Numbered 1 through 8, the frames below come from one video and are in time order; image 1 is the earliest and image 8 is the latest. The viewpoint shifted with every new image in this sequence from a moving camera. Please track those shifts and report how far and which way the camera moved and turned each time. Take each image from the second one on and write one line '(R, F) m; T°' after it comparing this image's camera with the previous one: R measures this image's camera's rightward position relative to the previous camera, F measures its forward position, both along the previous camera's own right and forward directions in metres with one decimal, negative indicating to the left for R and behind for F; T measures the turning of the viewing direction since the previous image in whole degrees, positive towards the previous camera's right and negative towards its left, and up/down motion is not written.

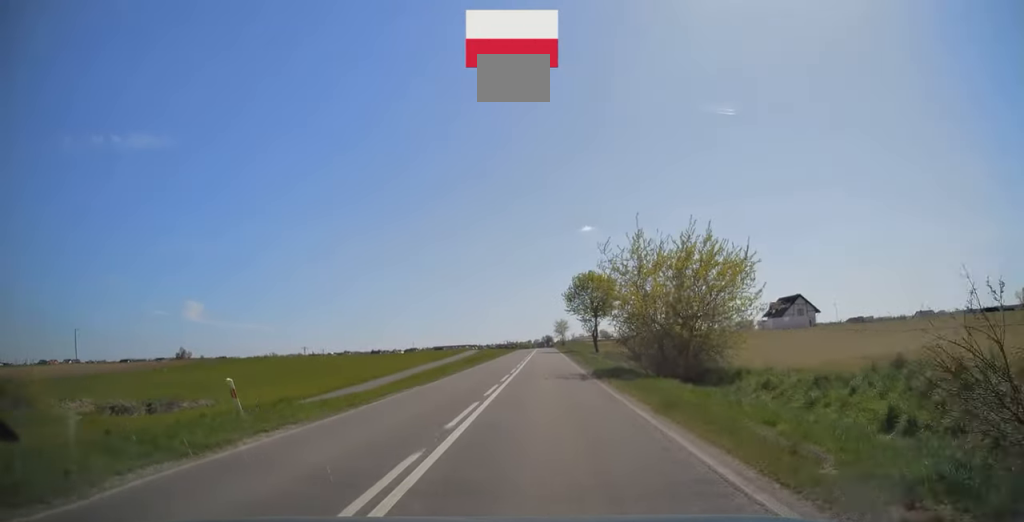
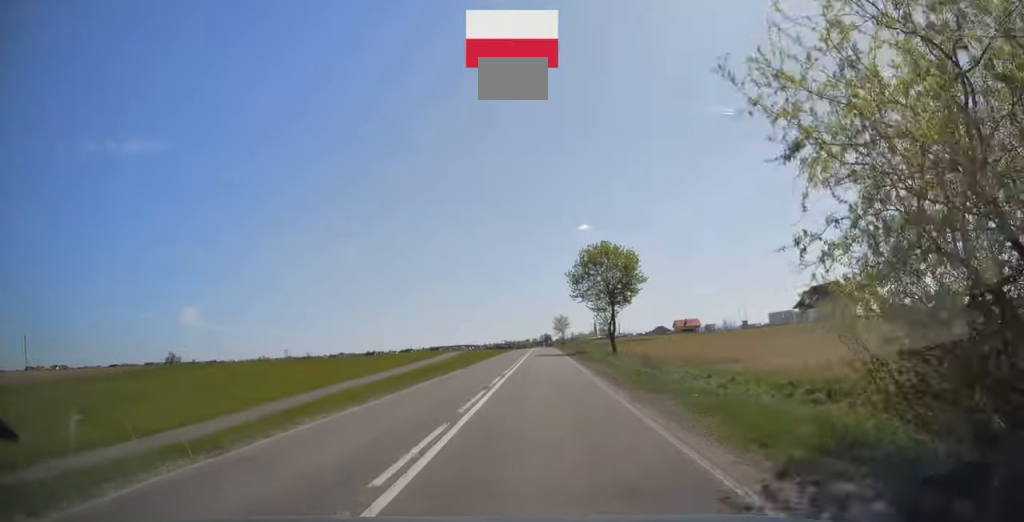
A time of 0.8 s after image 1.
(+0.1, +21.9) m; 0°
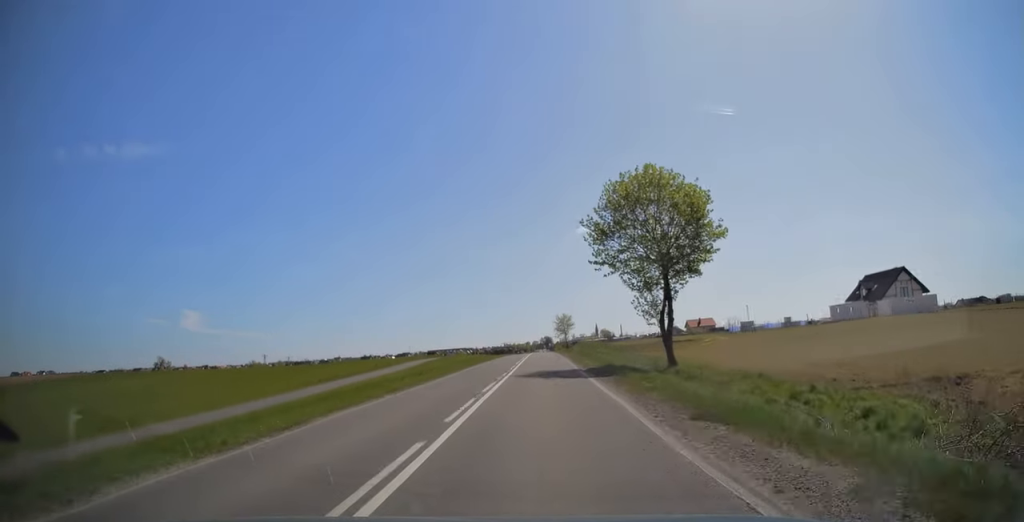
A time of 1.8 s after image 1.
(0.0, +25.5) m; 0°
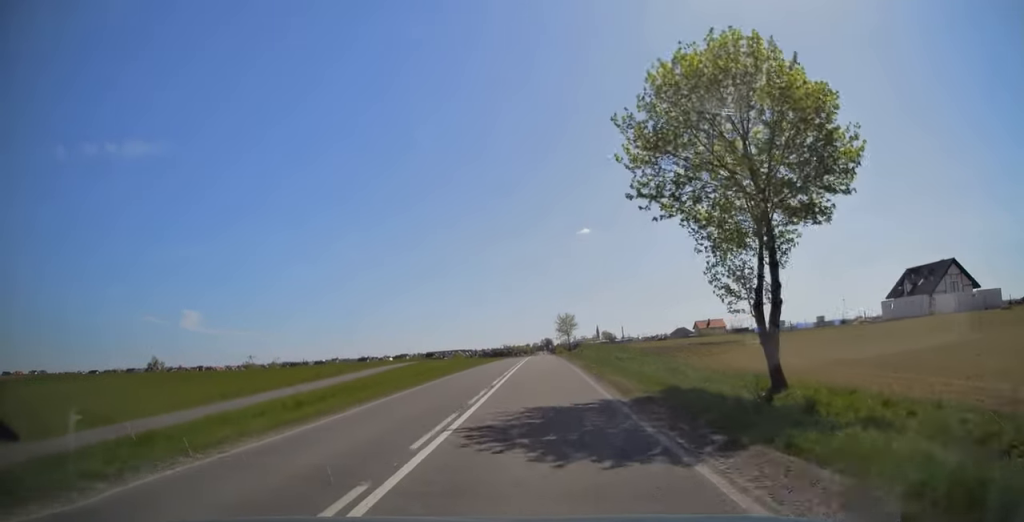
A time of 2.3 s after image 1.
(0.0, +14.8) m; 0°
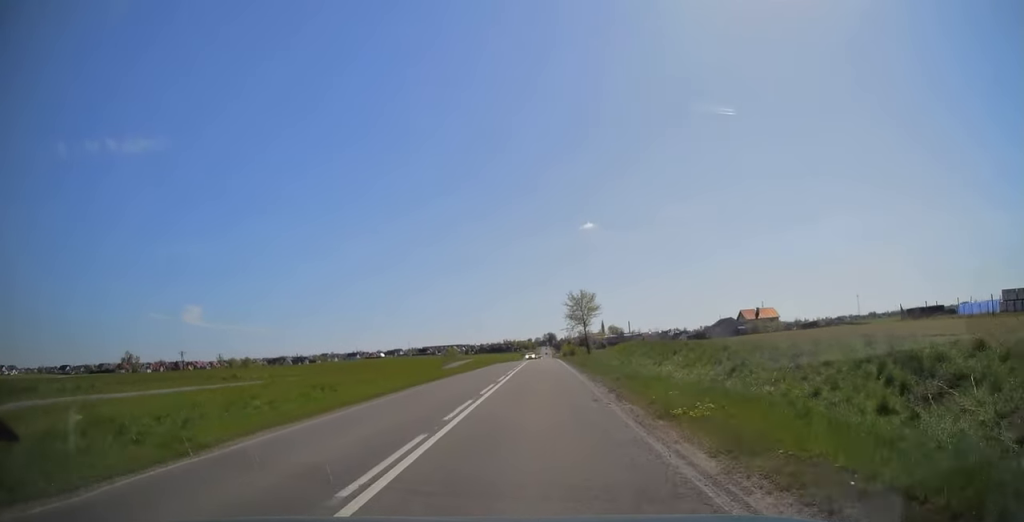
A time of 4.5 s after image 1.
(-0.1, +57.1) m; 0°
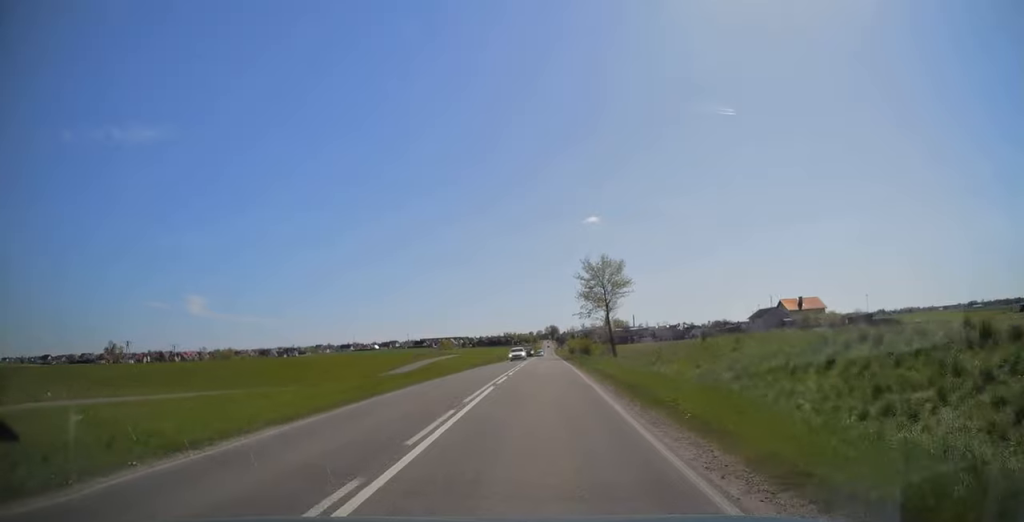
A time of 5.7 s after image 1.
(0.0, +33.6) m; 0°
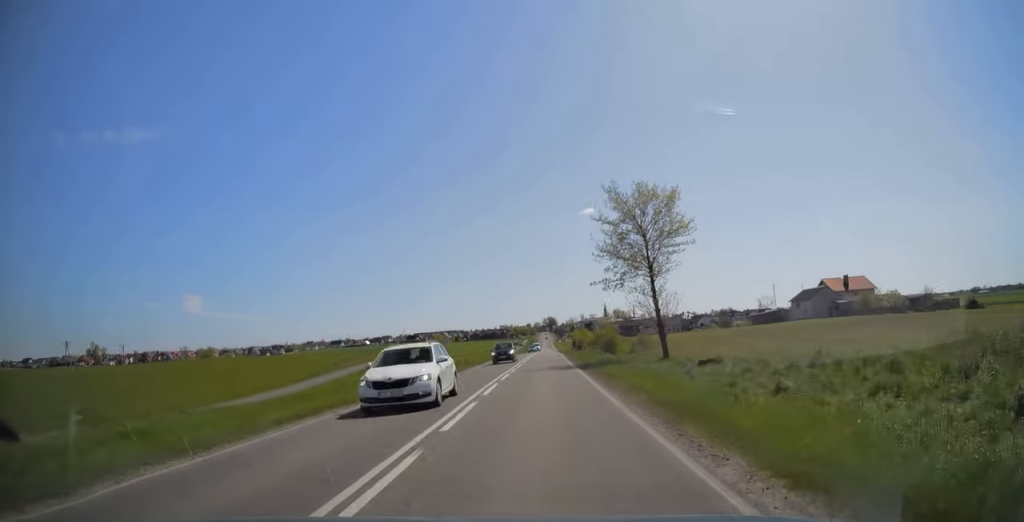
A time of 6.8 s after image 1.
(0.0, +28.9) m; 0°
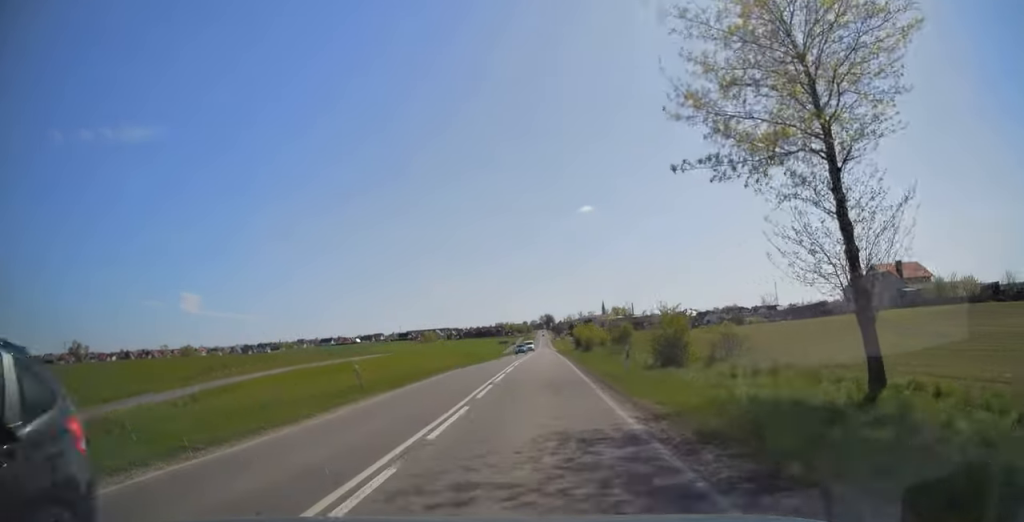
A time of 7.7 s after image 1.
(+0.1, +24.8) m; 0°
